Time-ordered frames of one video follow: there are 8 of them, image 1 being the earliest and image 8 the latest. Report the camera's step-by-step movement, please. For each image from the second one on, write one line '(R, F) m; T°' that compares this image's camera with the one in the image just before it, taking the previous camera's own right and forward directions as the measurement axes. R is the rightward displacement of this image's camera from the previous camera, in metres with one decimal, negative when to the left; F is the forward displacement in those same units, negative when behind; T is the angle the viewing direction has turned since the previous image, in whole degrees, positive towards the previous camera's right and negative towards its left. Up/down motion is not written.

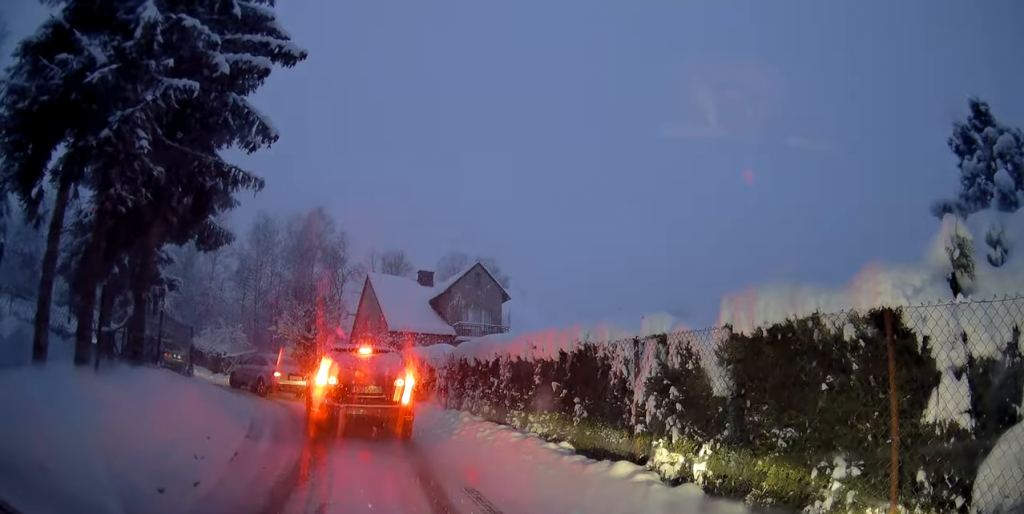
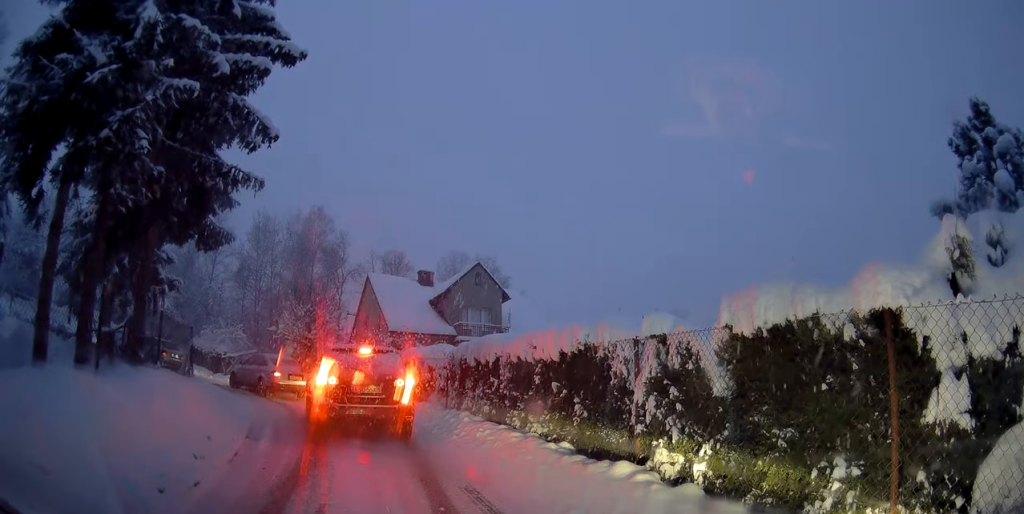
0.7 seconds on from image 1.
(0.0, 0.0) m; 0°
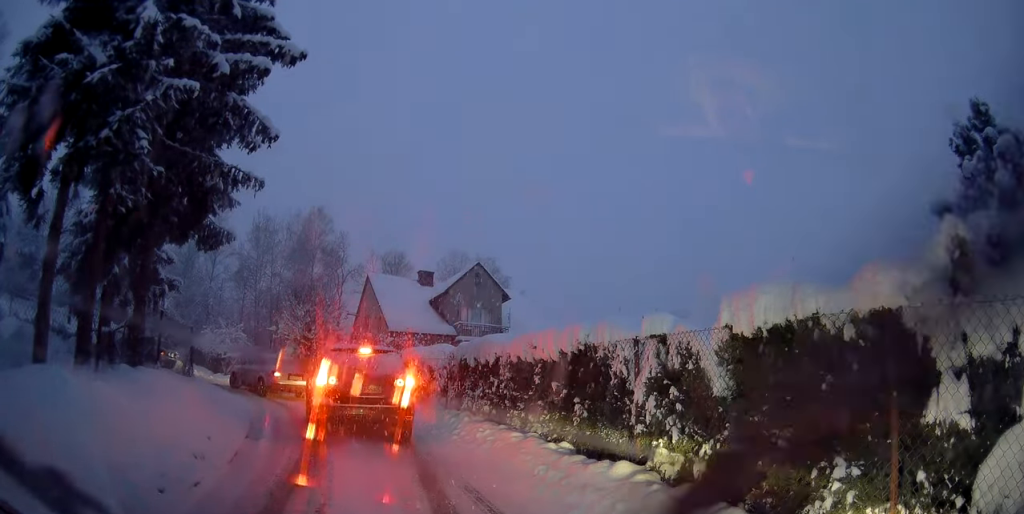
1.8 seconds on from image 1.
(0.0, 0.0) m; 0°
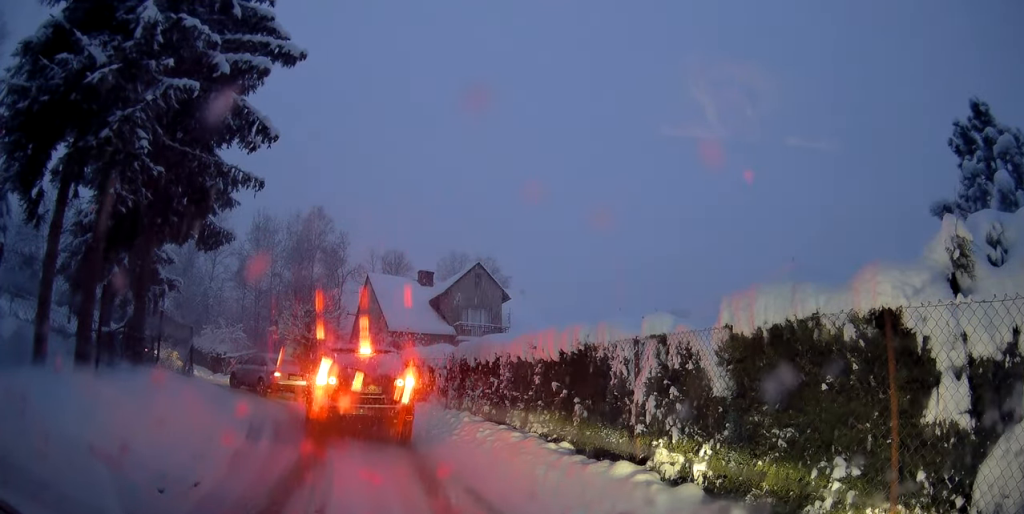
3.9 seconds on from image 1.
(0.0, 0.0) m; 0°
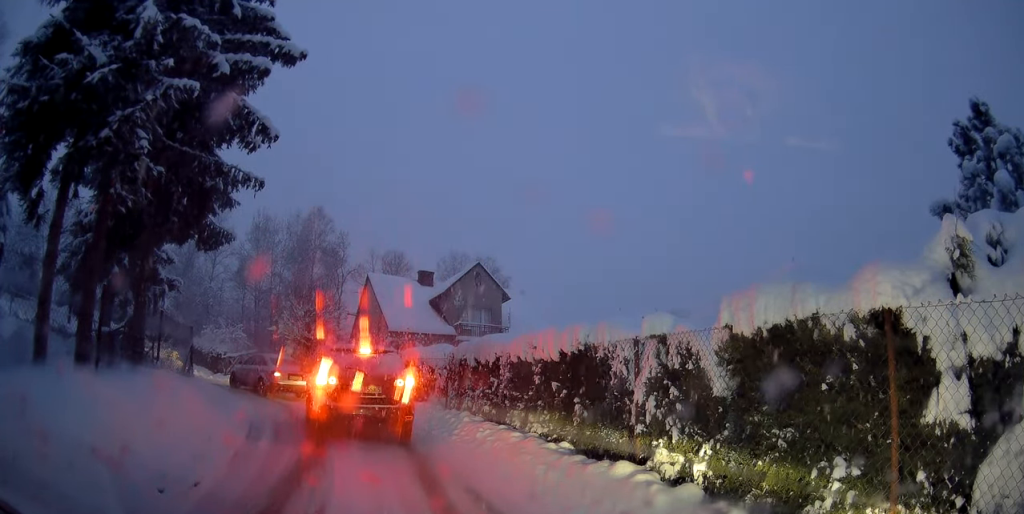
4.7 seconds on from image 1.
(0.0, 0.0) m; 0°
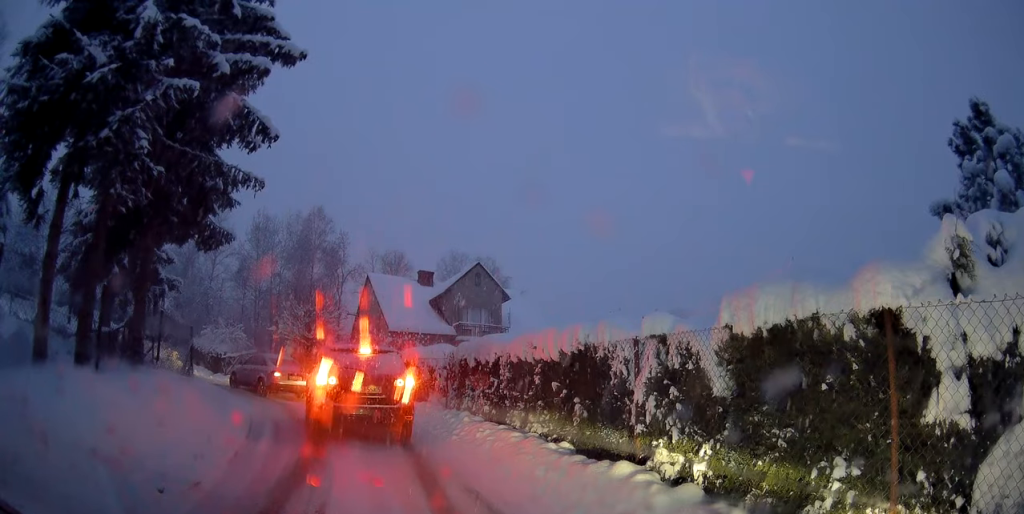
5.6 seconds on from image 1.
(0.0, 0.0) m; 0°
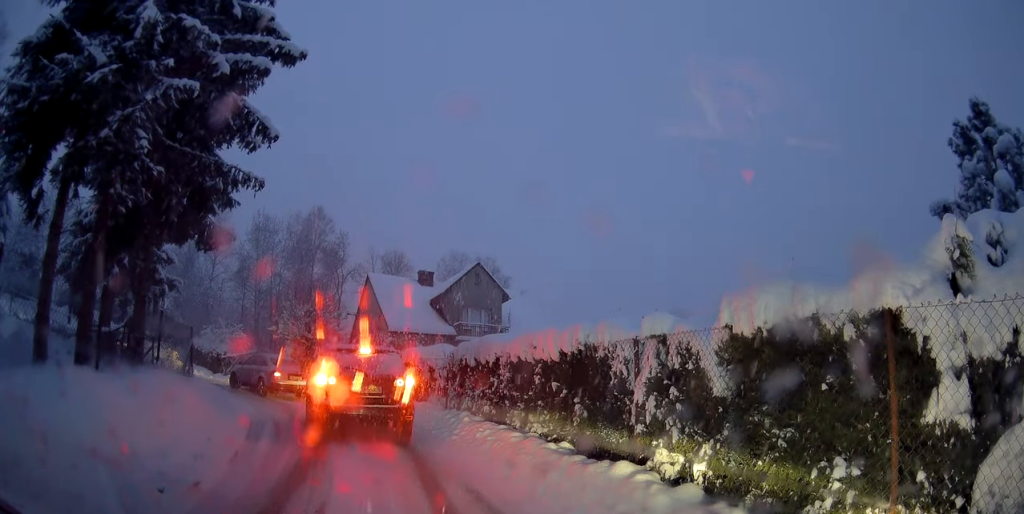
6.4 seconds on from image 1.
(0.0, 0.0) m; 0°
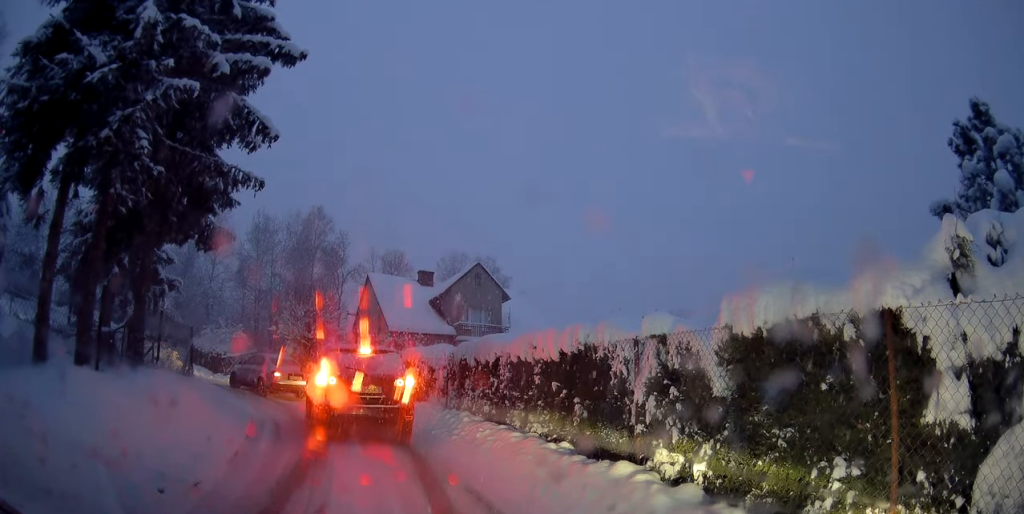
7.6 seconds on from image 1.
(0.0, 0.0) m; 0°
